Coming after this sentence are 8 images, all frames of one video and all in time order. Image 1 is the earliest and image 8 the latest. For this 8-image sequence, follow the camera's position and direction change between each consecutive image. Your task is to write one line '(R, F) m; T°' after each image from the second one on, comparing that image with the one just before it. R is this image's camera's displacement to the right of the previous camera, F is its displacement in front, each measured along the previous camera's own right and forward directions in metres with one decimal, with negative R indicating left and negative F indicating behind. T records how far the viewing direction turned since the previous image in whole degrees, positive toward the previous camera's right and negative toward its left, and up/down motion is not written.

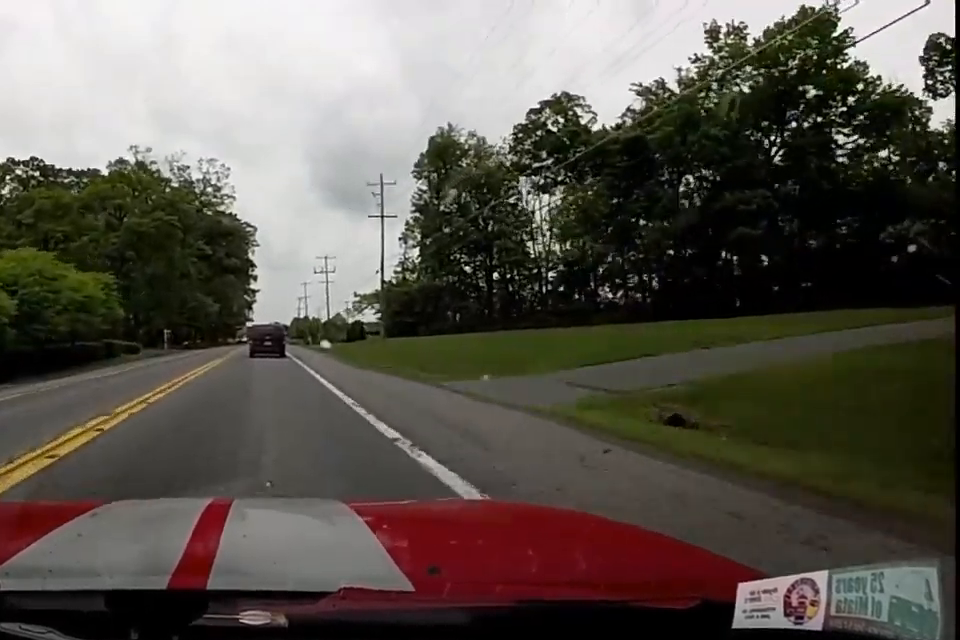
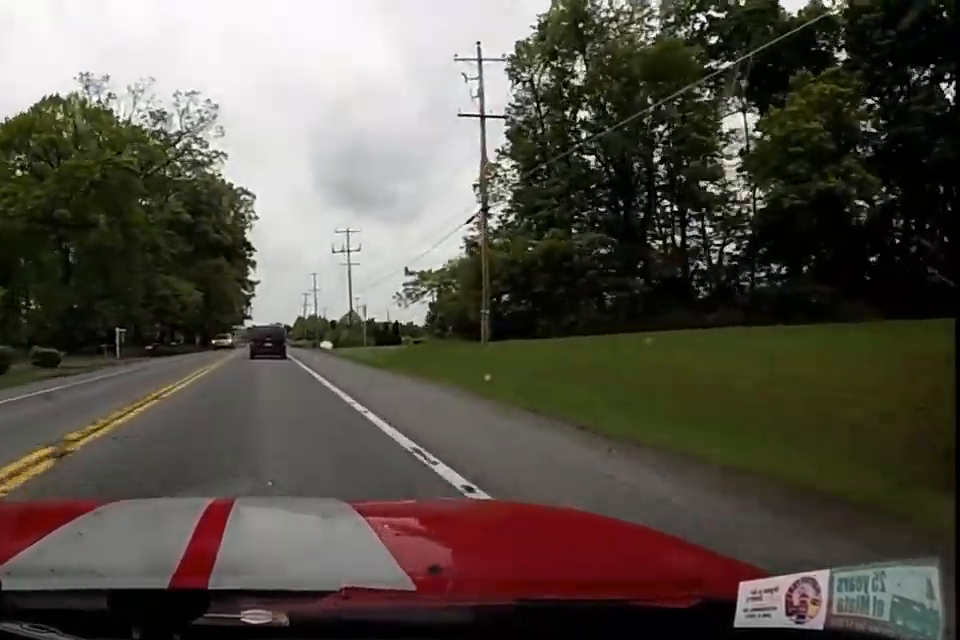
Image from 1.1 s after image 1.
(-0.3, +24.2) m; 0°
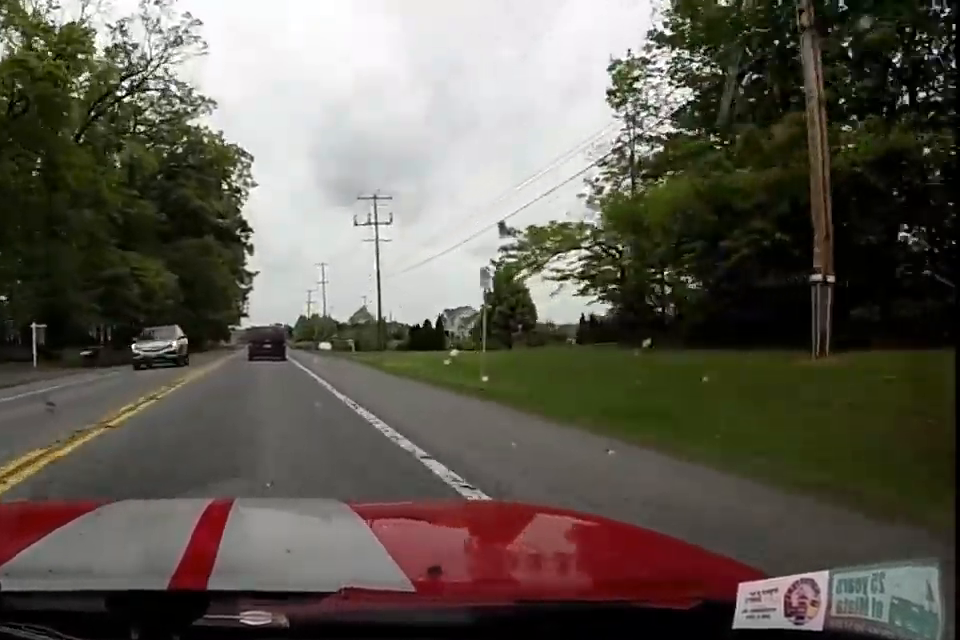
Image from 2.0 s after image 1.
(+0.2, +17.8) m; 0°
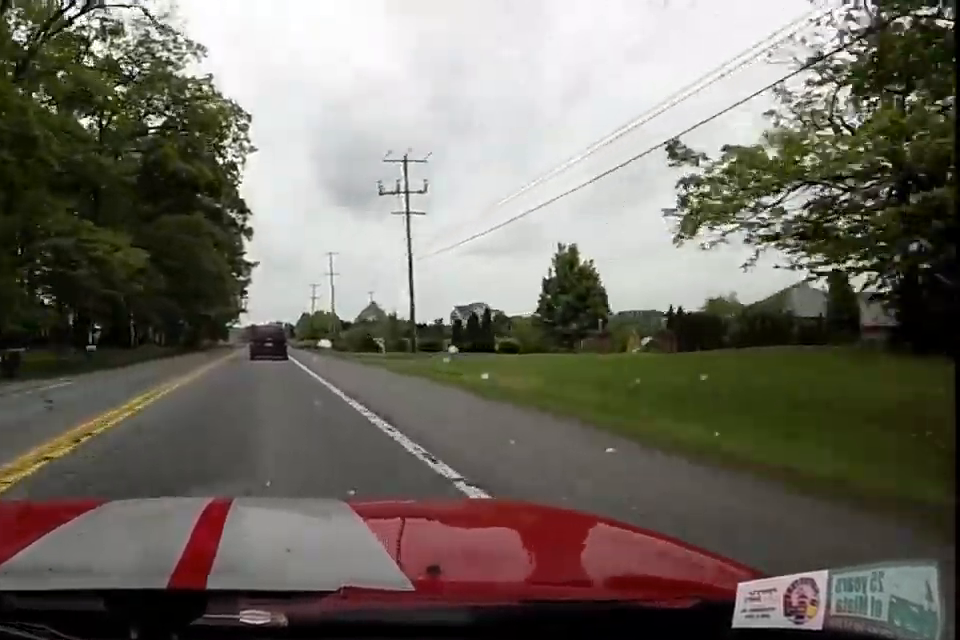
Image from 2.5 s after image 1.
(0.0, +11.4) m; 0°
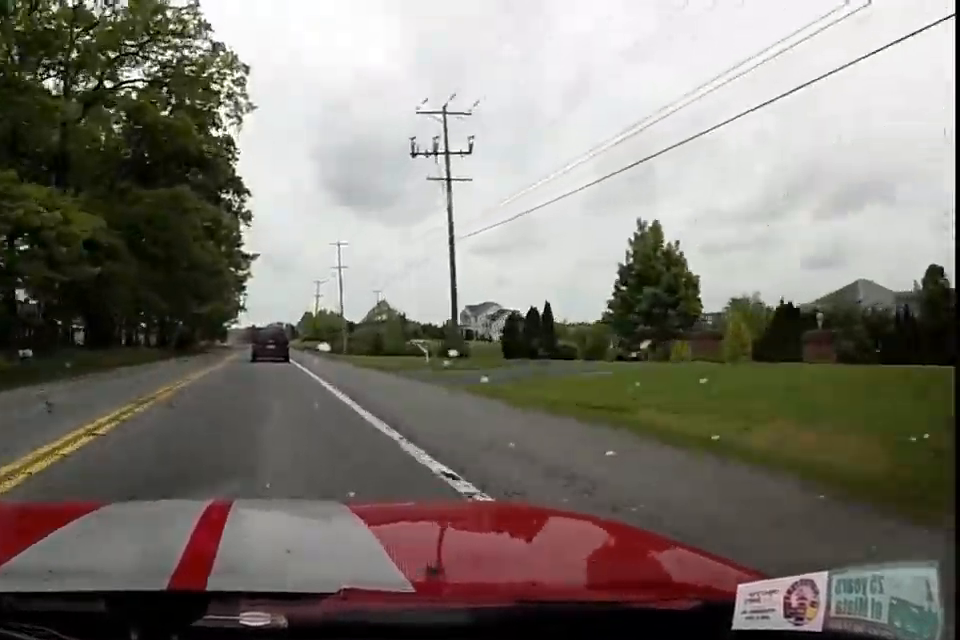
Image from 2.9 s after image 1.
(-0.1, +9.2) m; -1°
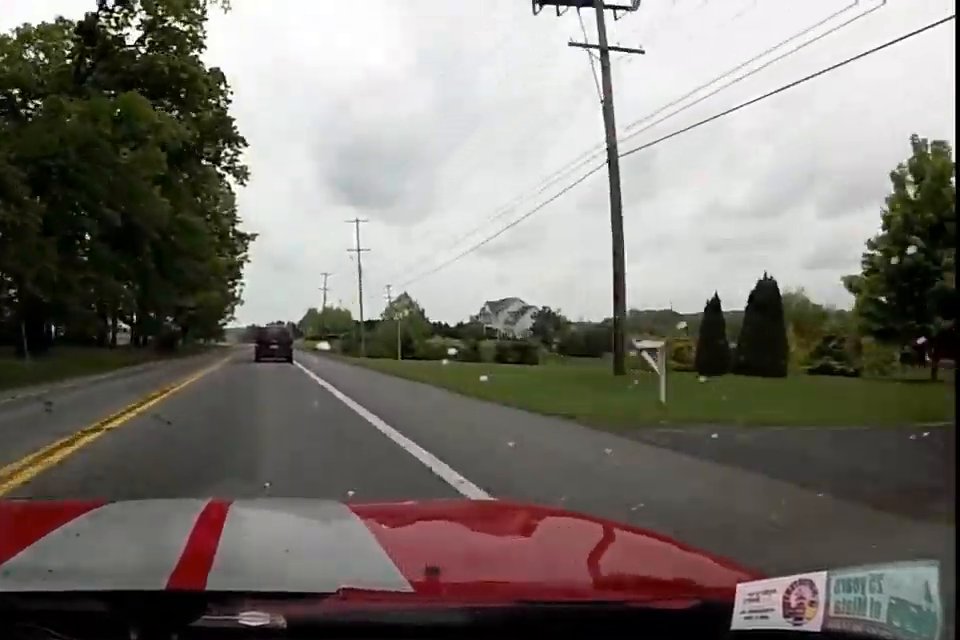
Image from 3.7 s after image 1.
(-0.2, +15.7) m; -1°
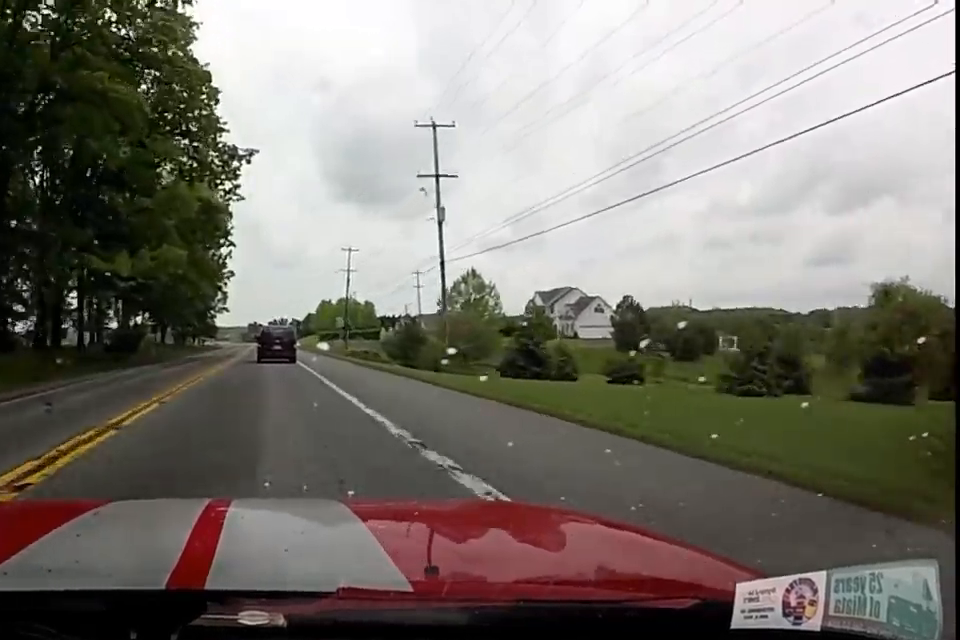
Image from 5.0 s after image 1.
(-0.2, +29.4) m; 0°
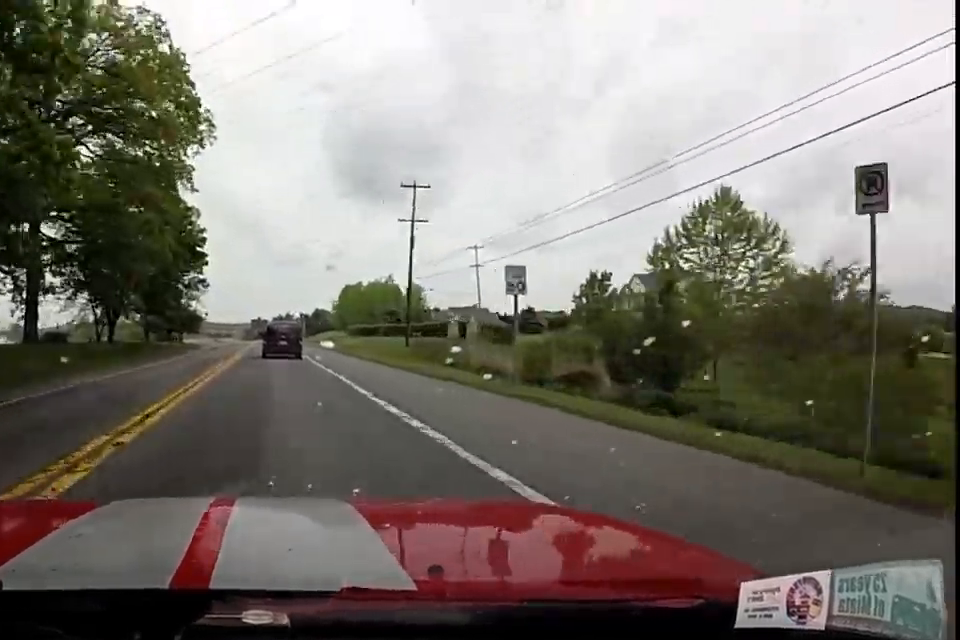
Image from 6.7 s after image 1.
(0.0, +35.4) m; 0°
